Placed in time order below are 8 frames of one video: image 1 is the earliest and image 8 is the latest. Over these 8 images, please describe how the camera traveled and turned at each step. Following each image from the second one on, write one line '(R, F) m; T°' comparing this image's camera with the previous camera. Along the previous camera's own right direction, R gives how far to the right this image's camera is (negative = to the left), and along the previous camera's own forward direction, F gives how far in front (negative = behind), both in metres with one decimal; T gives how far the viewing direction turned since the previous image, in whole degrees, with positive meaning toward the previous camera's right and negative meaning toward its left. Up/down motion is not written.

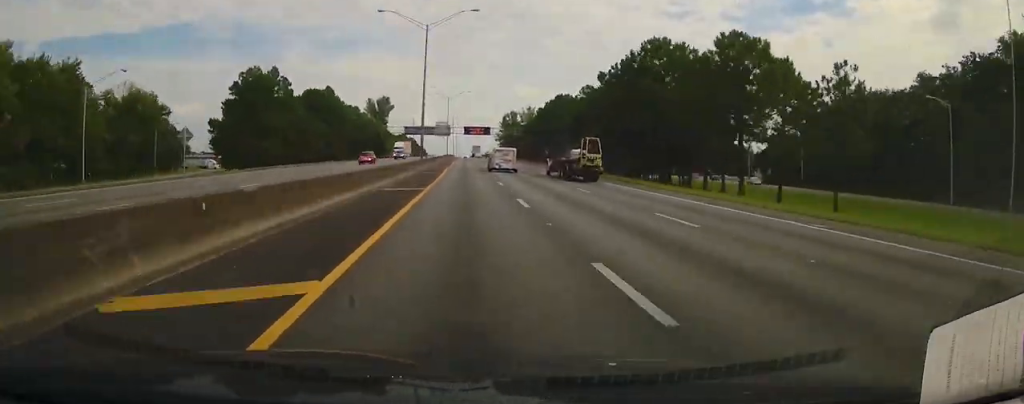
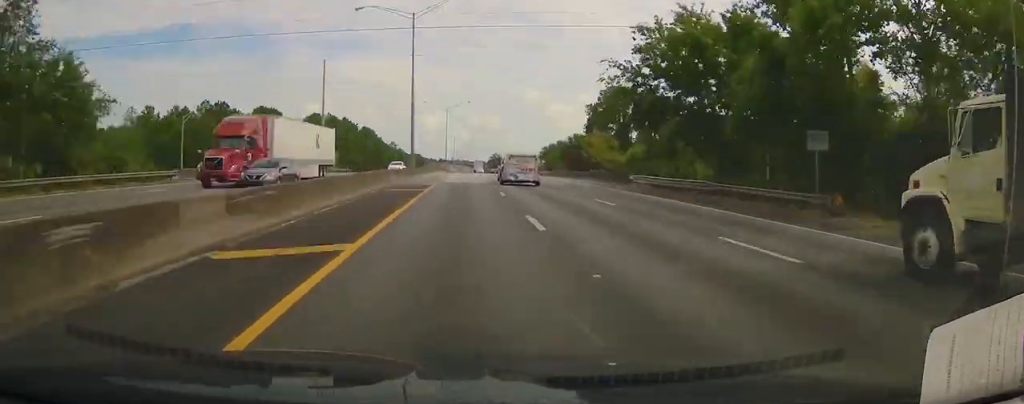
(-1.0, +135.7) m; 0°
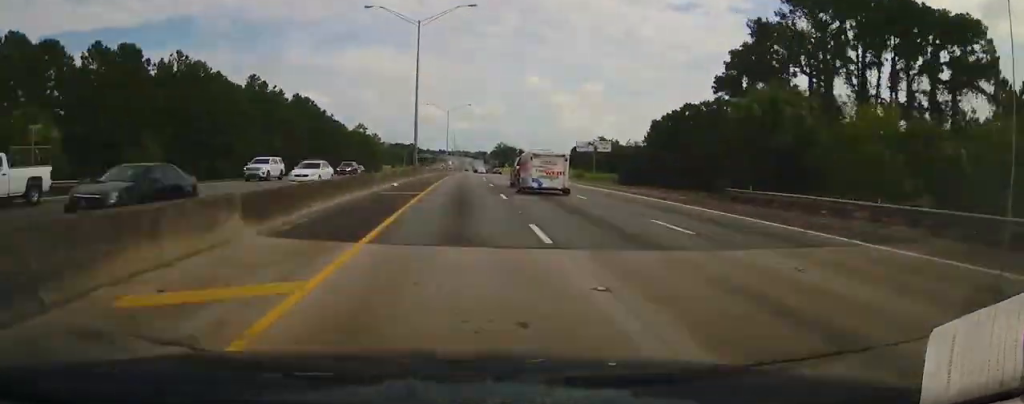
(+0.1, +69.9) m; 0°
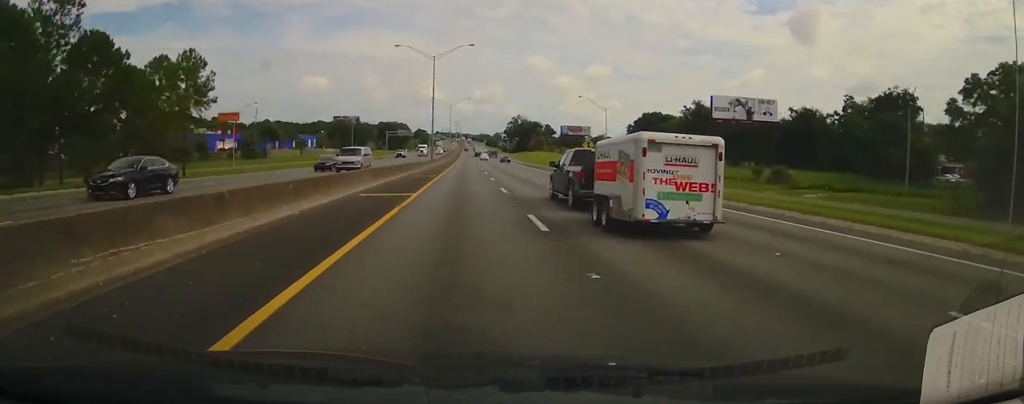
(-0.1, +132.0) m; 0°
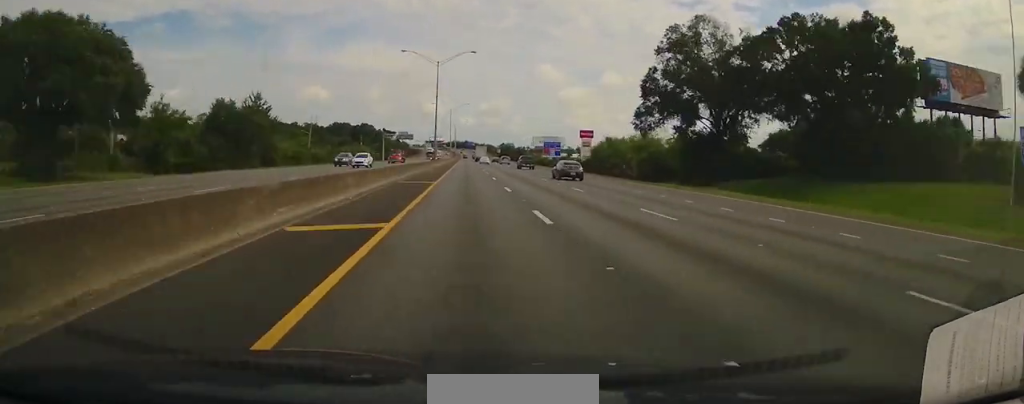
(-0.2, +252.5) m; 0°
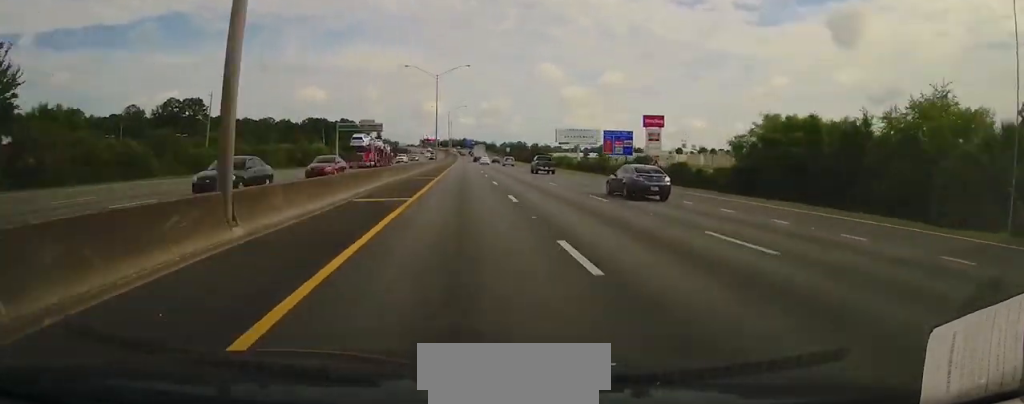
(-0.3, +89.2) m; -1°
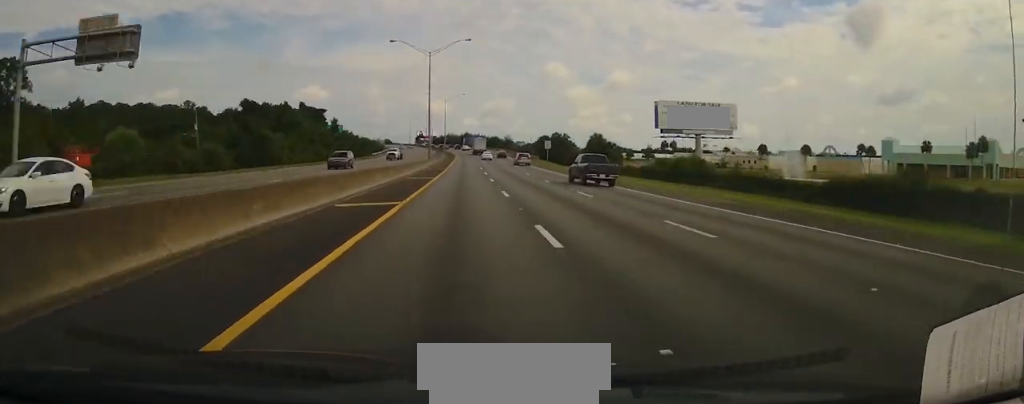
(-0.2, +123.2) m; -2°
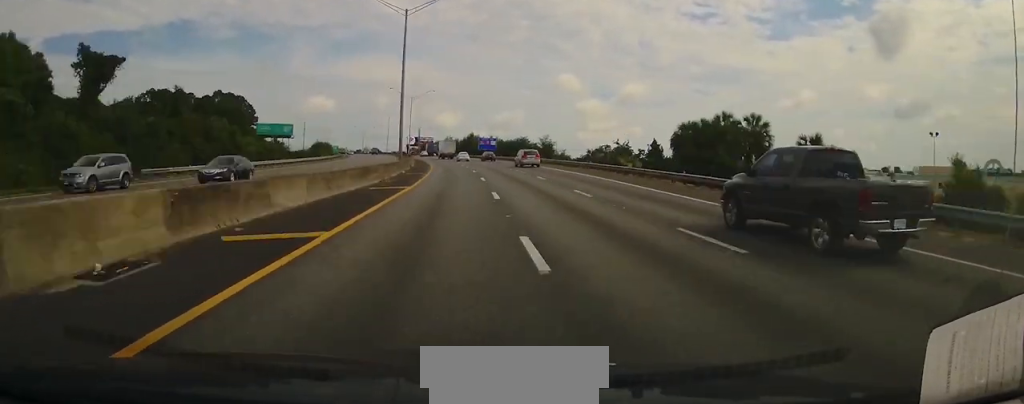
(-3.5, +70.7) m; -6°
